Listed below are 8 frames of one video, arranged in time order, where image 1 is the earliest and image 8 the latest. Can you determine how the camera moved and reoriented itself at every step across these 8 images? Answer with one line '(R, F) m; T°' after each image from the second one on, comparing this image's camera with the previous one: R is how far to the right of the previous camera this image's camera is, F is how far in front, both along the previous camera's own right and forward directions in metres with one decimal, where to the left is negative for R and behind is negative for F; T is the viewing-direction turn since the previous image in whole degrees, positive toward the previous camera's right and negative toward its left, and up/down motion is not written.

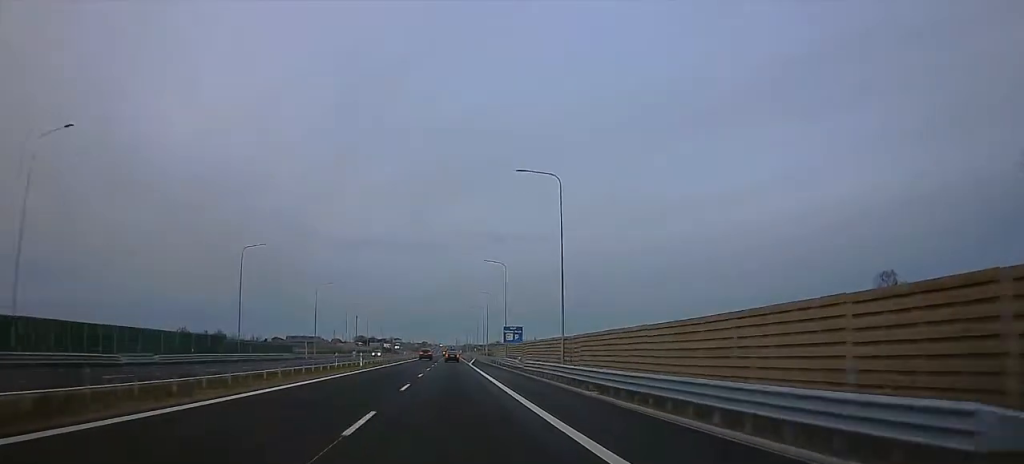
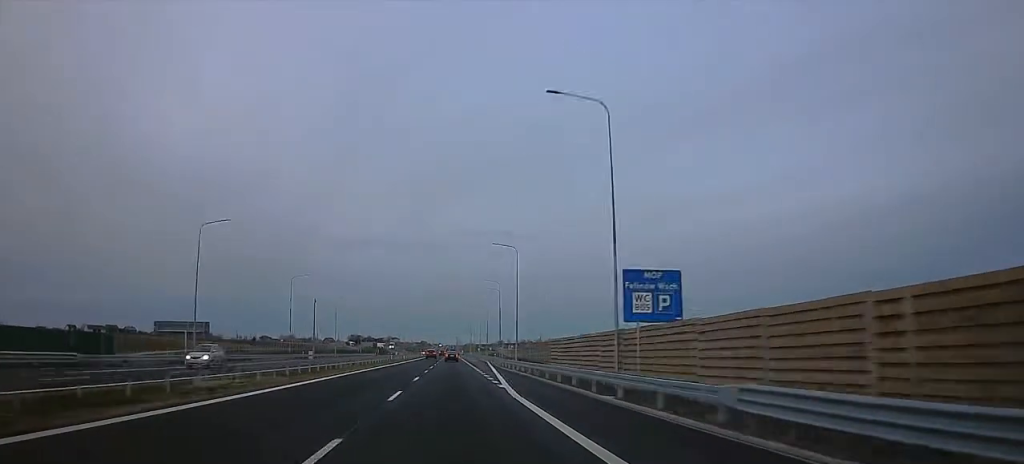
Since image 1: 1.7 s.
(0.0, +53.1) m; 0°
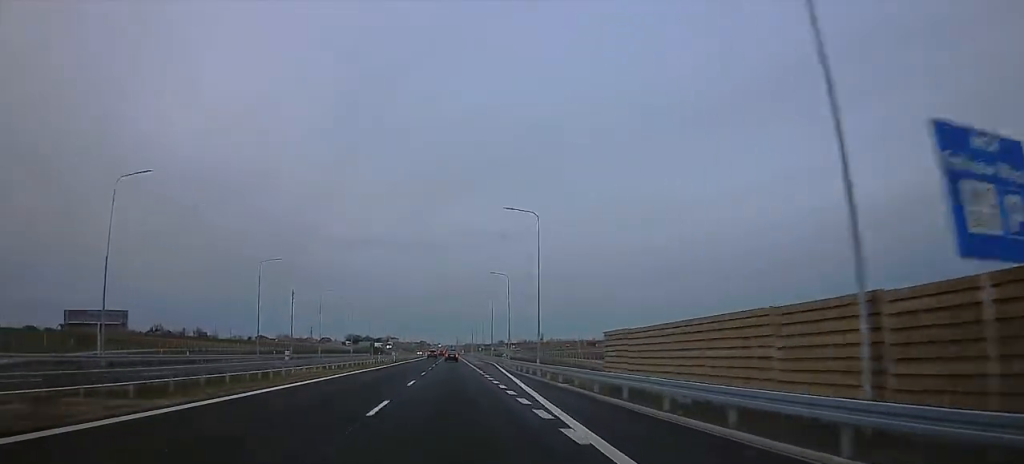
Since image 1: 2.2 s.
(0.0, +16.7) m; 0°
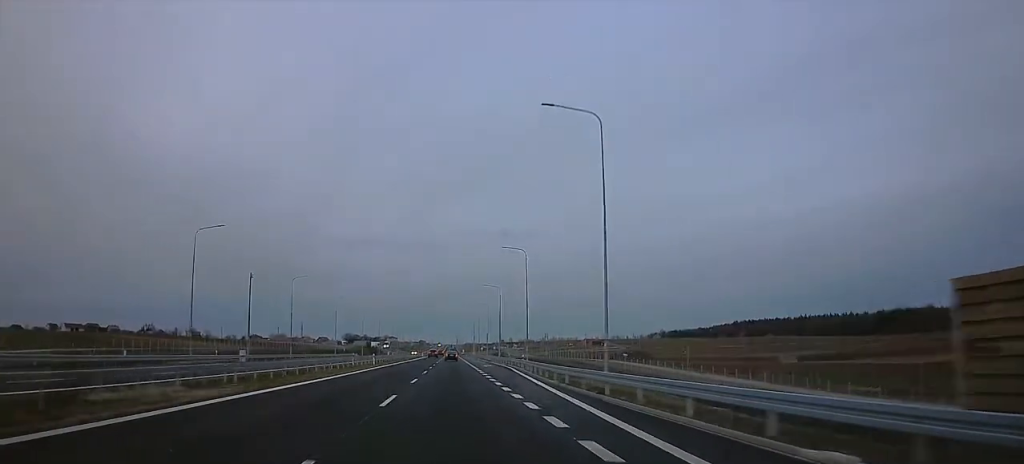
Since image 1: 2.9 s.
(0.0, +21.8) m; 0°
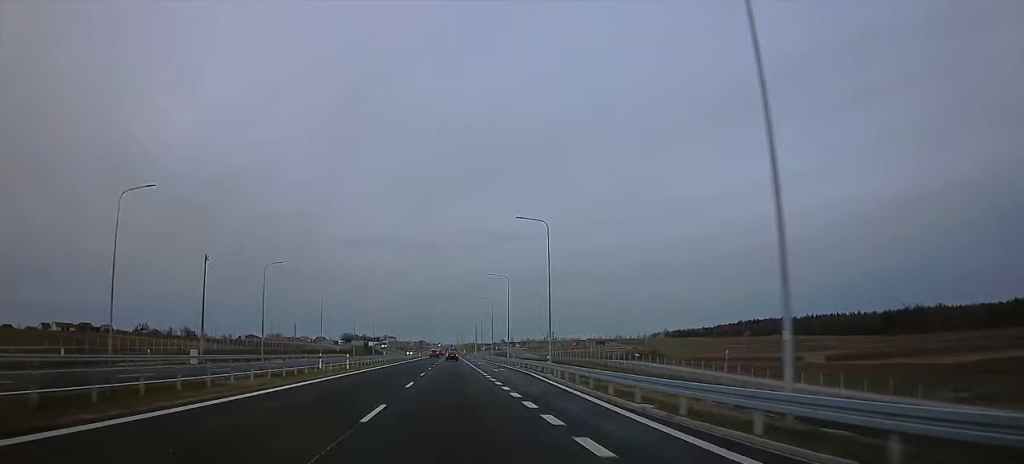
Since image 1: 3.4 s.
(-0.1, +15.5) m; 0°
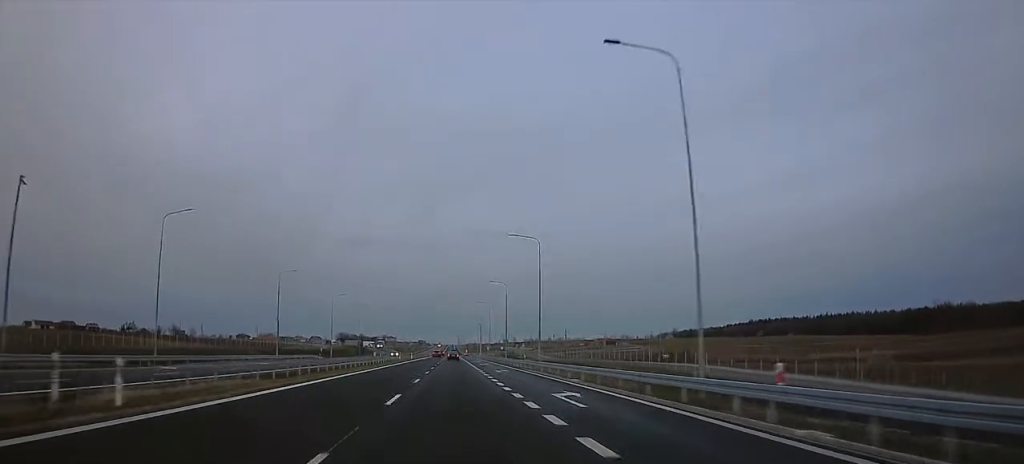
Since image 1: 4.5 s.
(-0.1, +32.1) m; 0°
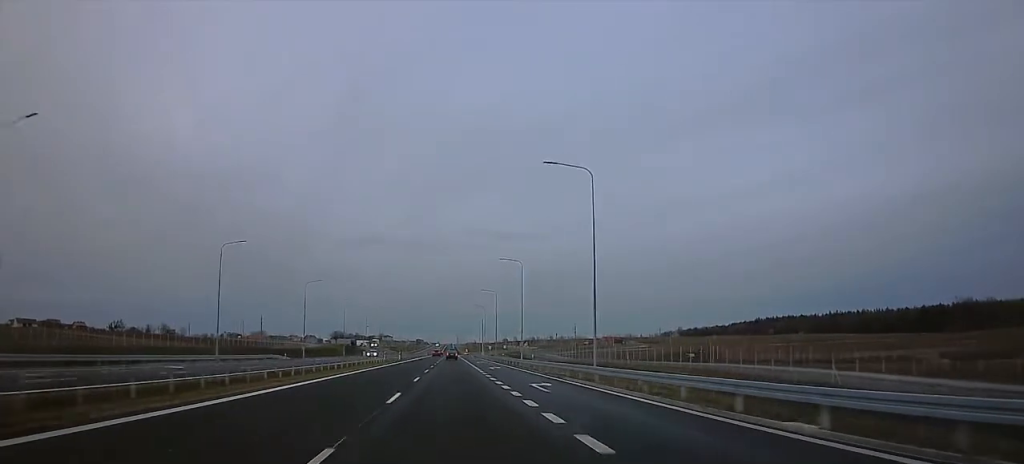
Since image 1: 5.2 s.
(0.0, +23.8) m; +1°
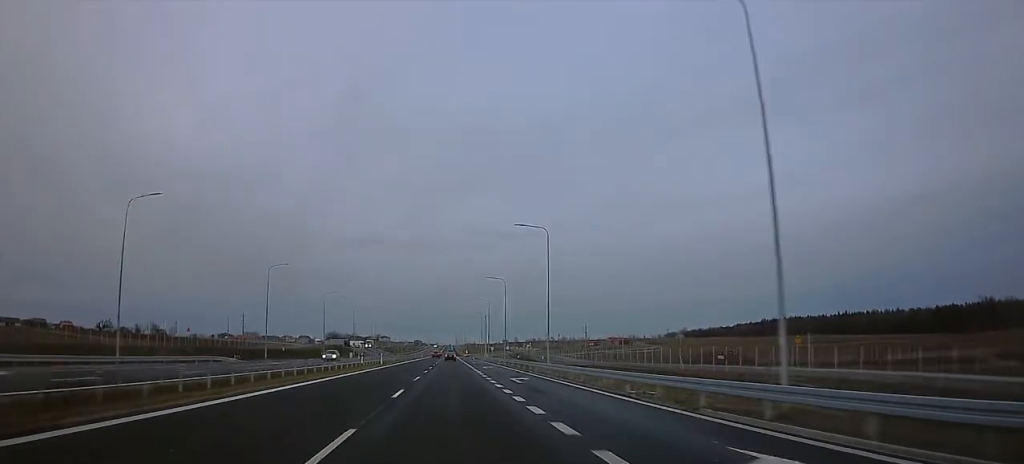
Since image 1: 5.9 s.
(+0.1, +21.7) m; +1°
